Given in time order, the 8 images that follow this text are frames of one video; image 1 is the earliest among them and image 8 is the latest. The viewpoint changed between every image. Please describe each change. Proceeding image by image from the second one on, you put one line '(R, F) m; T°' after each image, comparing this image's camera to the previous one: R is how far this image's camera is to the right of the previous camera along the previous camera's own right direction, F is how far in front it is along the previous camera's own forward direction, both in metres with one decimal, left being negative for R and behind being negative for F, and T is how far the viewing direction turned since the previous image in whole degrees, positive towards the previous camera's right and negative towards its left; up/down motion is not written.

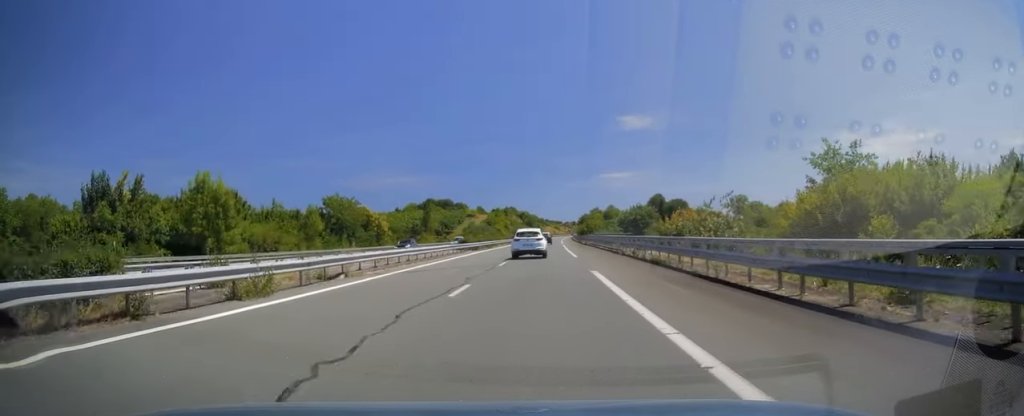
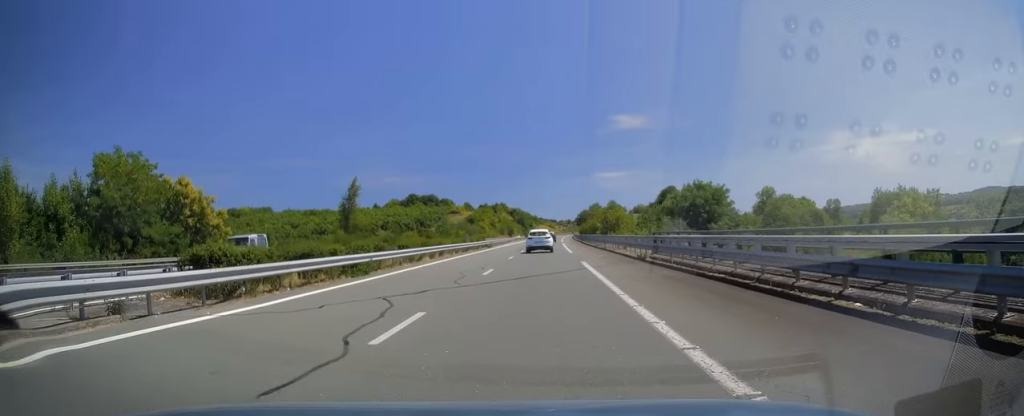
(+0.6, +45.0) m; +1°
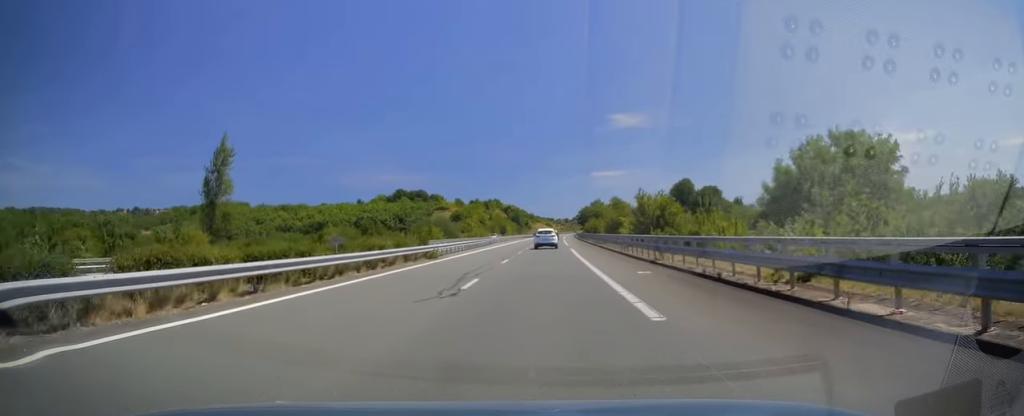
(0.0, +31.7) m; 0°
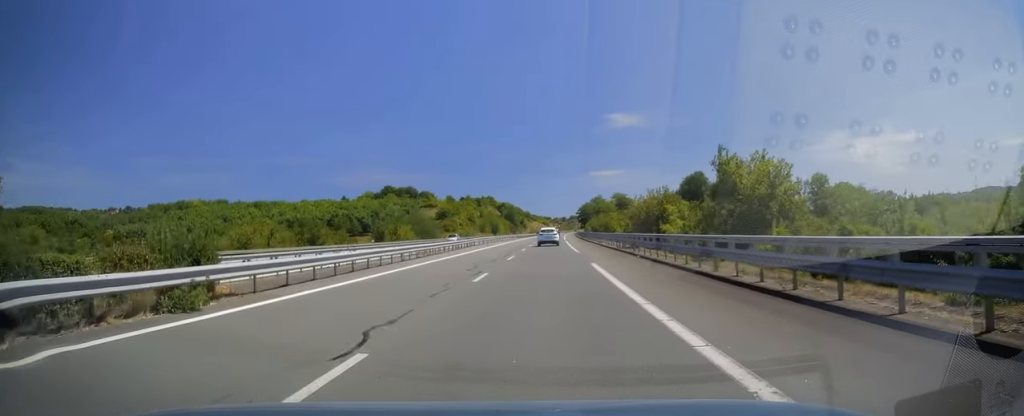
(0.0, +24.0) m; 0°
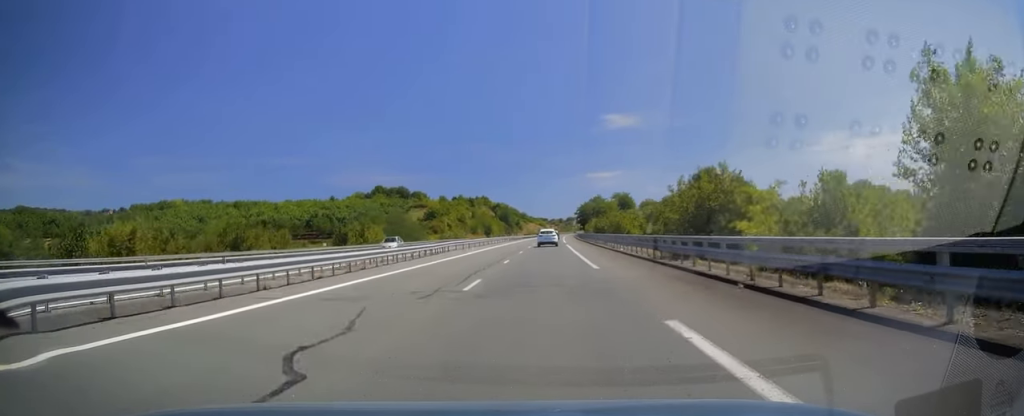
(0.0, +15.2) m; 0°
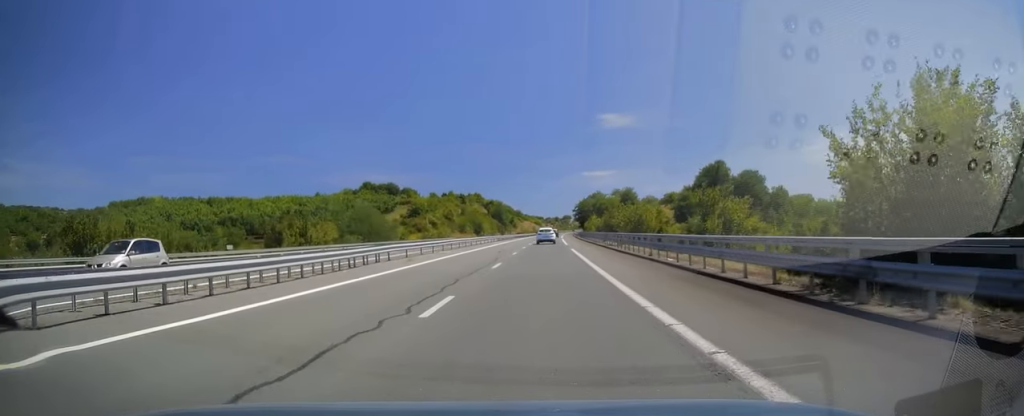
(0.0, +17.6) m; 0°
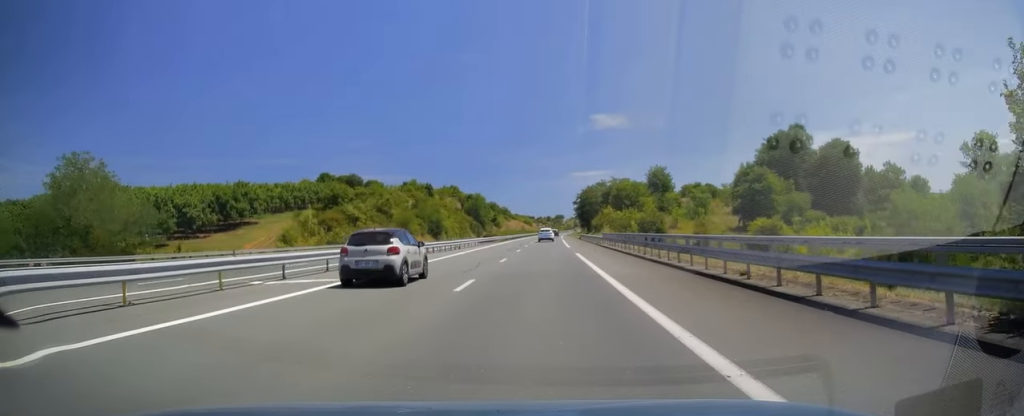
(+1.0, +60.6) m; +2°
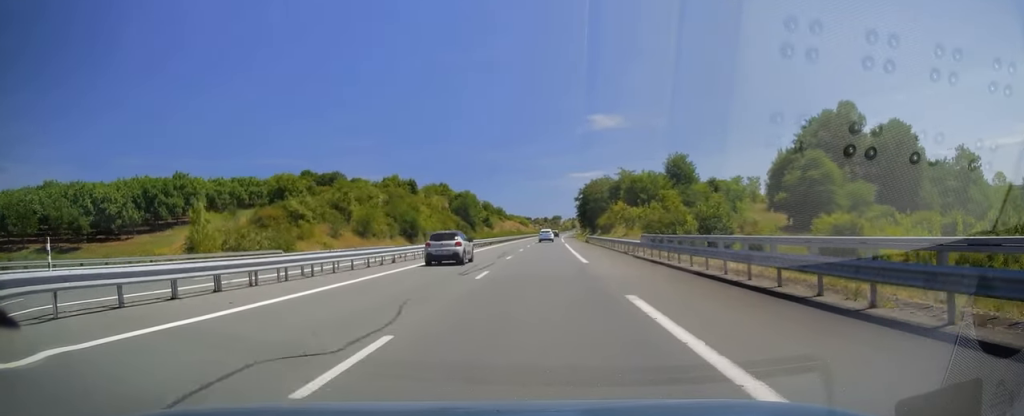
(0.0, +22.0) m; 0°
